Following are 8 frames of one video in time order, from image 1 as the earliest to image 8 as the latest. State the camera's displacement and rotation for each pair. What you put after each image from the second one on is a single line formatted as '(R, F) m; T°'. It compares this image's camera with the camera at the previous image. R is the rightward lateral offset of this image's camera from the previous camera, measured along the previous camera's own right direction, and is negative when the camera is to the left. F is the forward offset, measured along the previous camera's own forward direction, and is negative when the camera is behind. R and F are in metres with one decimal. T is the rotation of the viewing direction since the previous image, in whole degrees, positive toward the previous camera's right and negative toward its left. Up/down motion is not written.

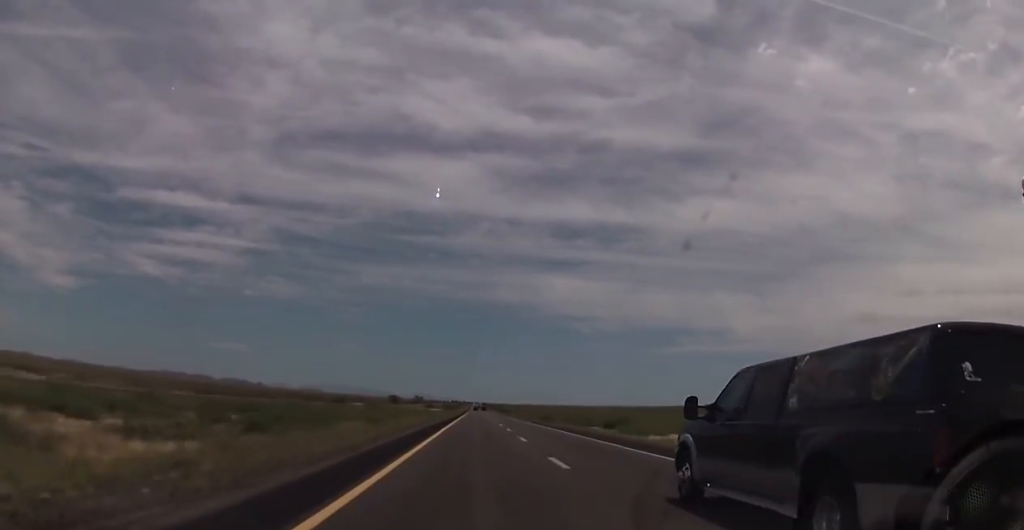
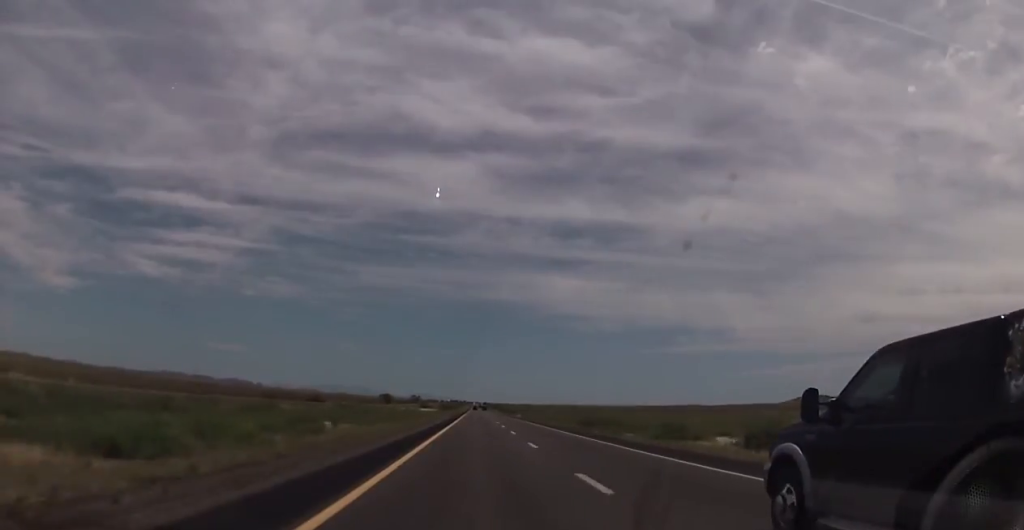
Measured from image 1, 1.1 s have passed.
(0.0, +41.6) m; 0°
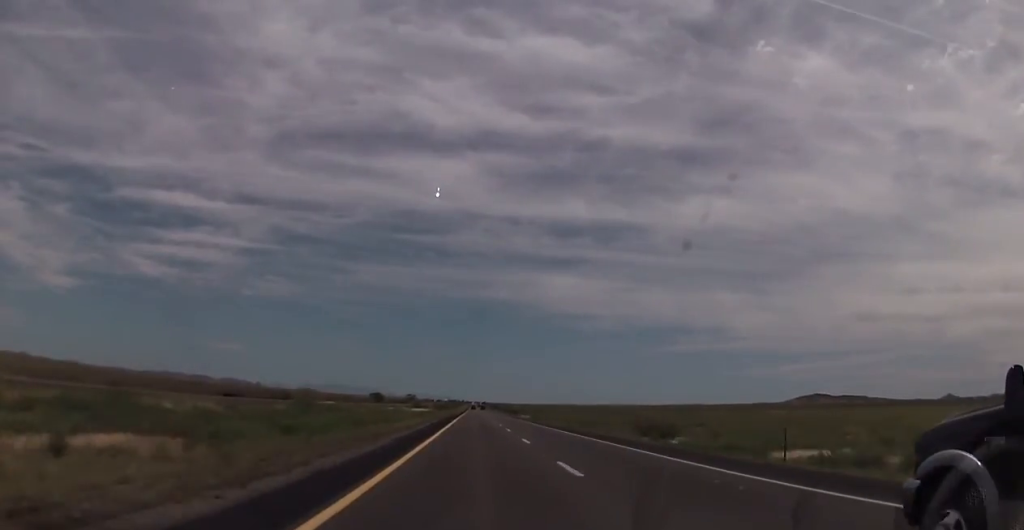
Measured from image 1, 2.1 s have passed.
(-0.1, +34.2) m; -1°
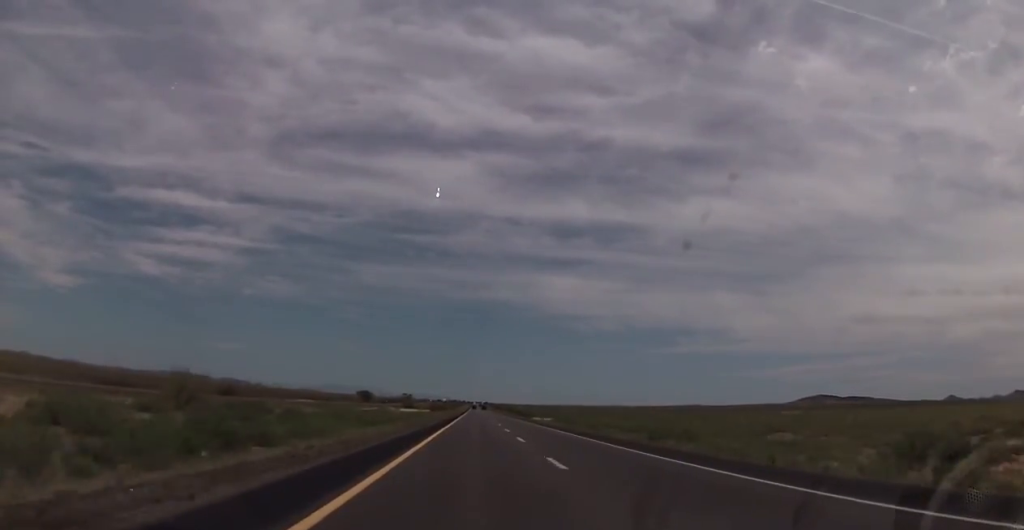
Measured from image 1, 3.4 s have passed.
(-0.1, +47.9) m; 0°
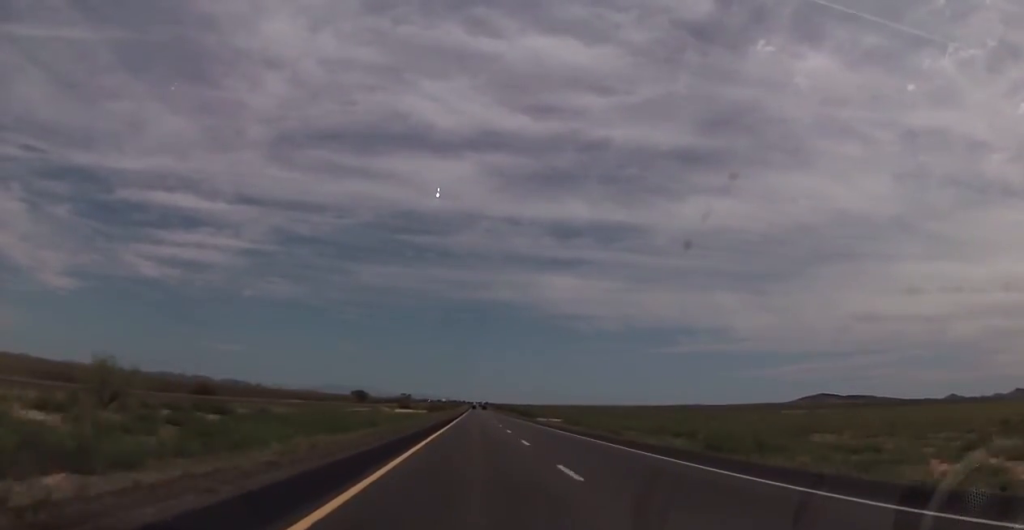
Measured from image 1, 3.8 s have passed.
(+0.1, +14.8) m; 0°
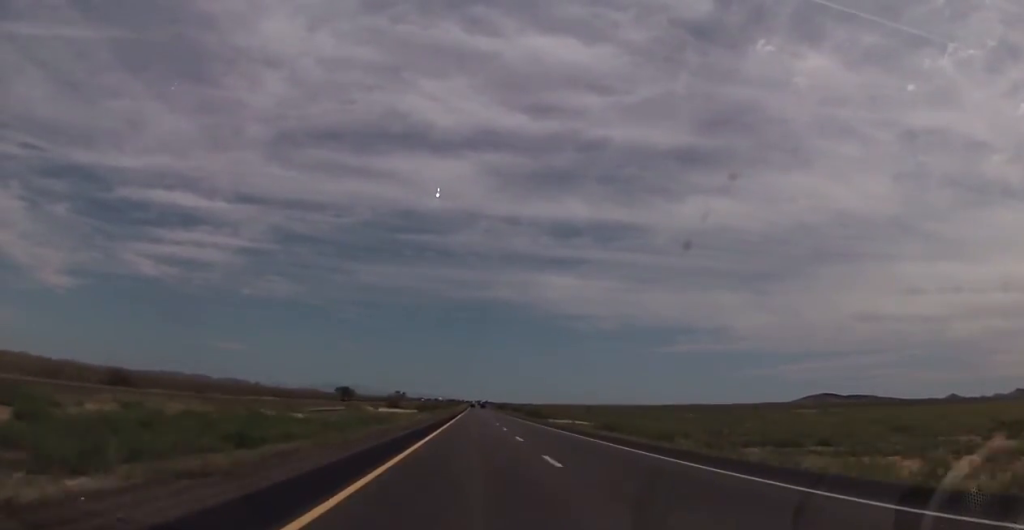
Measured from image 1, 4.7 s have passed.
(+0.1, +34.7) m; 0°
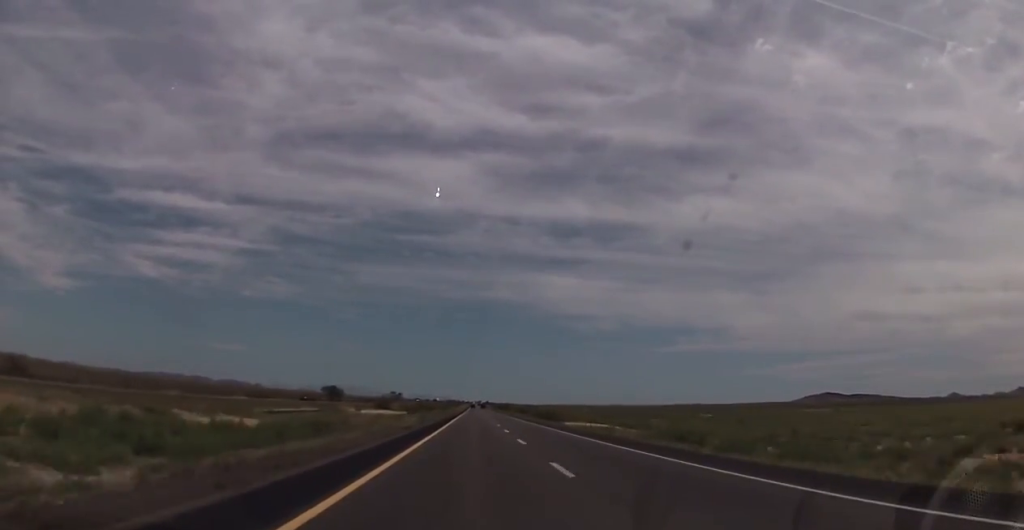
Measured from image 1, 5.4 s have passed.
(0.0, +27.5) m; 0°
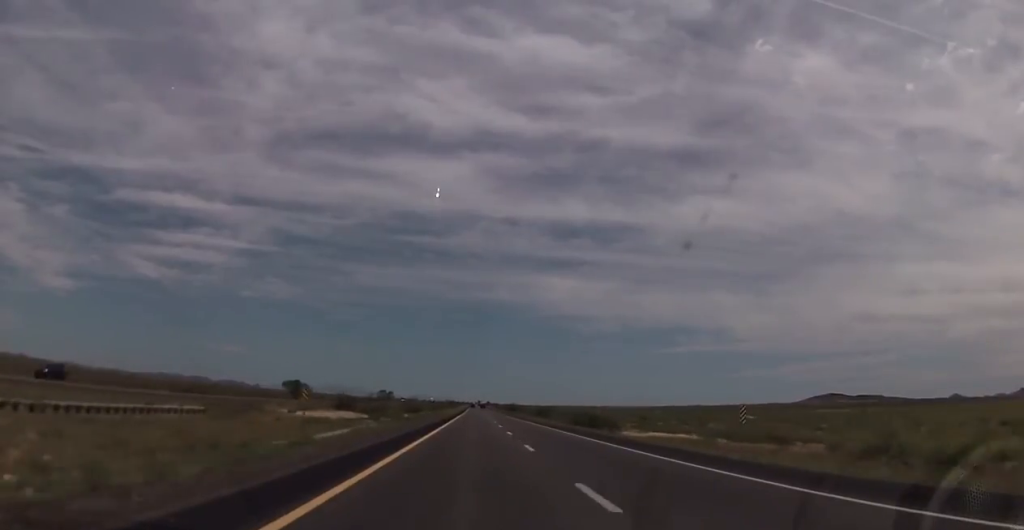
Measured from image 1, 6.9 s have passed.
(-0.1, +55.6) m; -1°
